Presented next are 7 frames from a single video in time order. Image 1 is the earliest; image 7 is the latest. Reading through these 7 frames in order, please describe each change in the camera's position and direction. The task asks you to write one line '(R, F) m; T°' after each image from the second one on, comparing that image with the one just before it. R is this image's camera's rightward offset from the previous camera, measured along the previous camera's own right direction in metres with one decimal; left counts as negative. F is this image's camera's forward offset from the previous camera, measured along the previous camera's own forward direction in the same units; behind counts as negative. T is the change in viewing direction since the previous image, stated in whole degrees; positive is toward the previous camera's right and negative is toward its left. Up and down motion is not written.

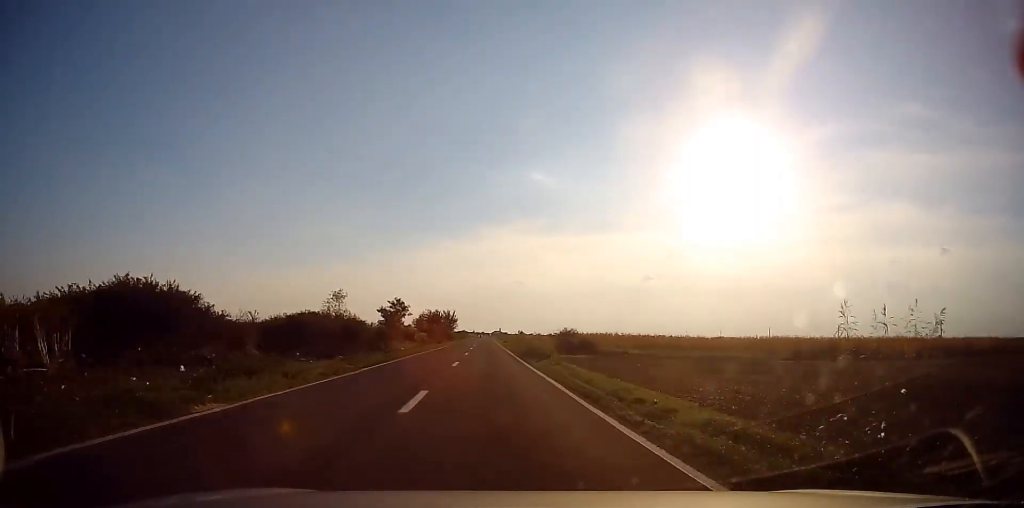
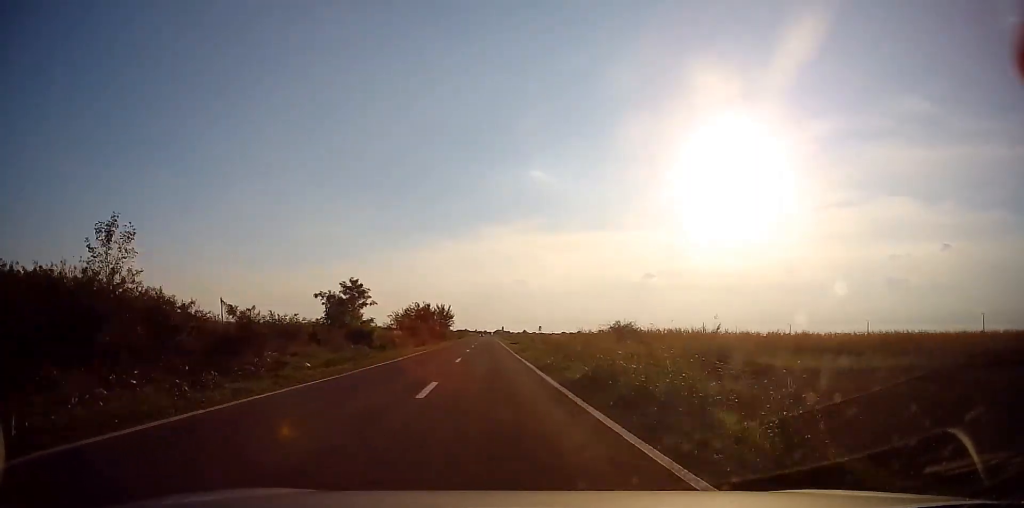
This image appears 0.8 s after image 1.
(-0.1, +21.8) m; 0°
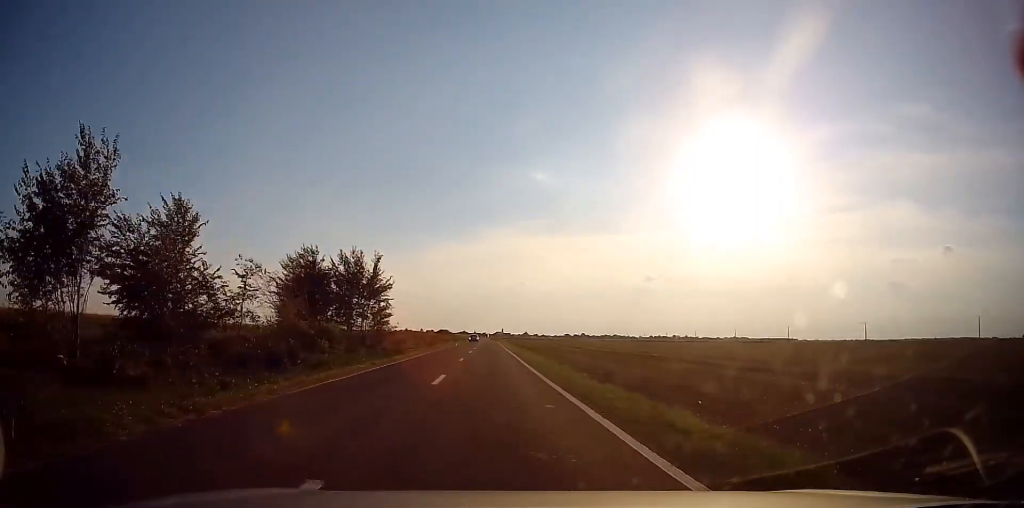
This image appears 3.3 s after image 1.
(+0.5, +68.9) m; 0°
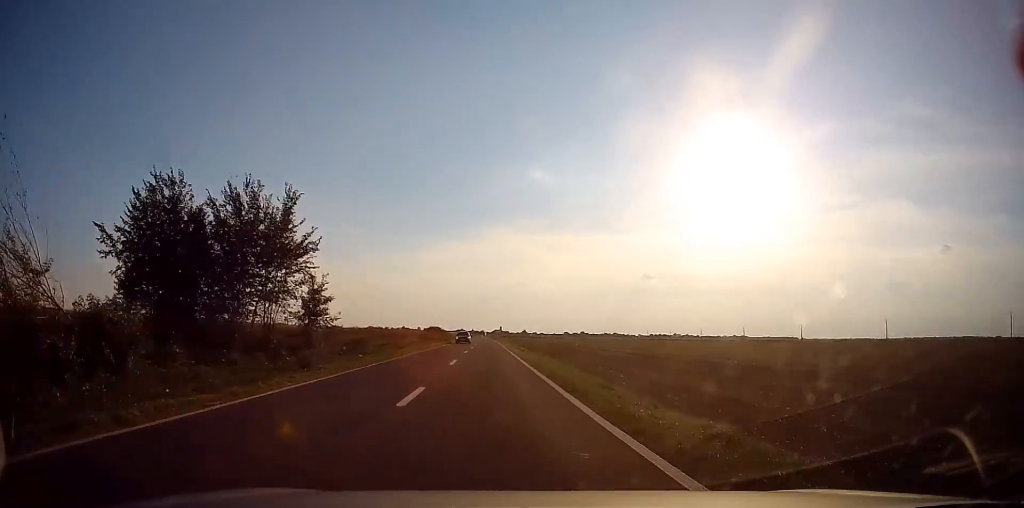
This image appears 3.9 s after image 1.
(0.0, +16.5) m; 0°
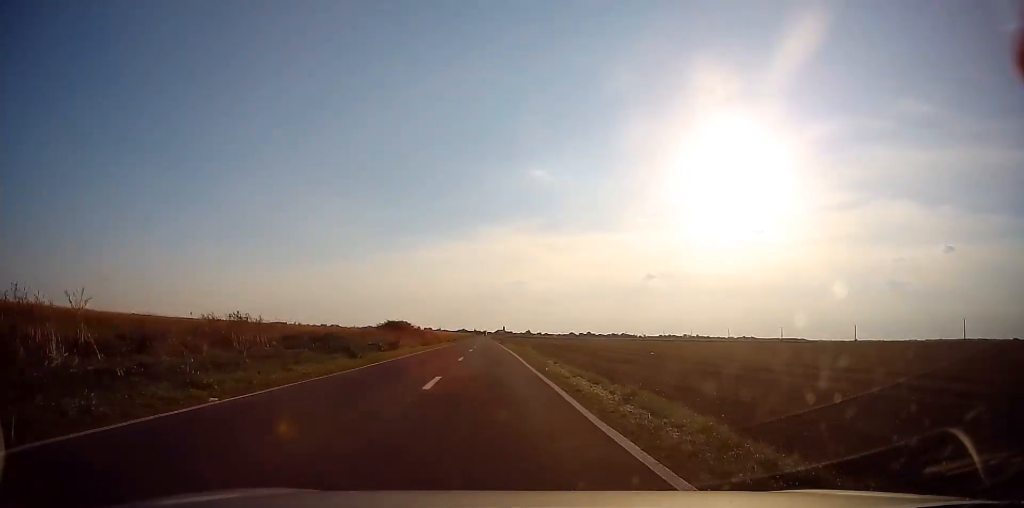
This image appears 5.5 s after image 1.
(-0.5, +45.4) m; 0°
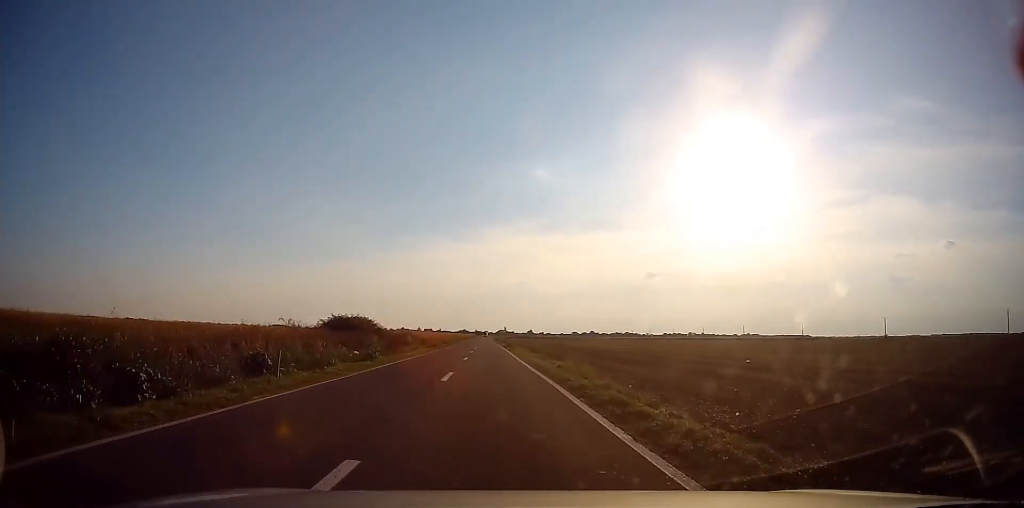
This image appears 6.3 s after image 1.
(+0.4, +21.4) m; 0°
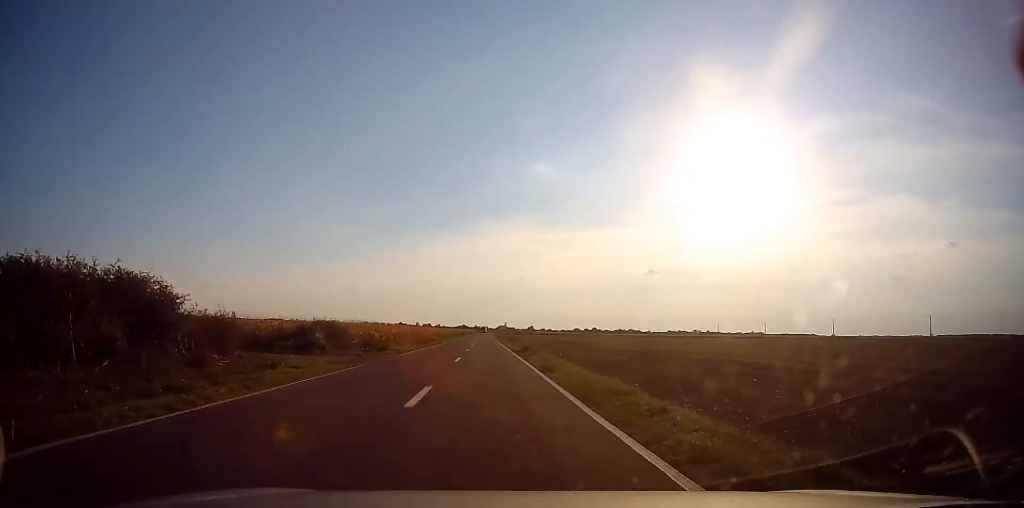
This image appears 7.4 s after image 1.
(-0.3, +29.4) m; 0°
